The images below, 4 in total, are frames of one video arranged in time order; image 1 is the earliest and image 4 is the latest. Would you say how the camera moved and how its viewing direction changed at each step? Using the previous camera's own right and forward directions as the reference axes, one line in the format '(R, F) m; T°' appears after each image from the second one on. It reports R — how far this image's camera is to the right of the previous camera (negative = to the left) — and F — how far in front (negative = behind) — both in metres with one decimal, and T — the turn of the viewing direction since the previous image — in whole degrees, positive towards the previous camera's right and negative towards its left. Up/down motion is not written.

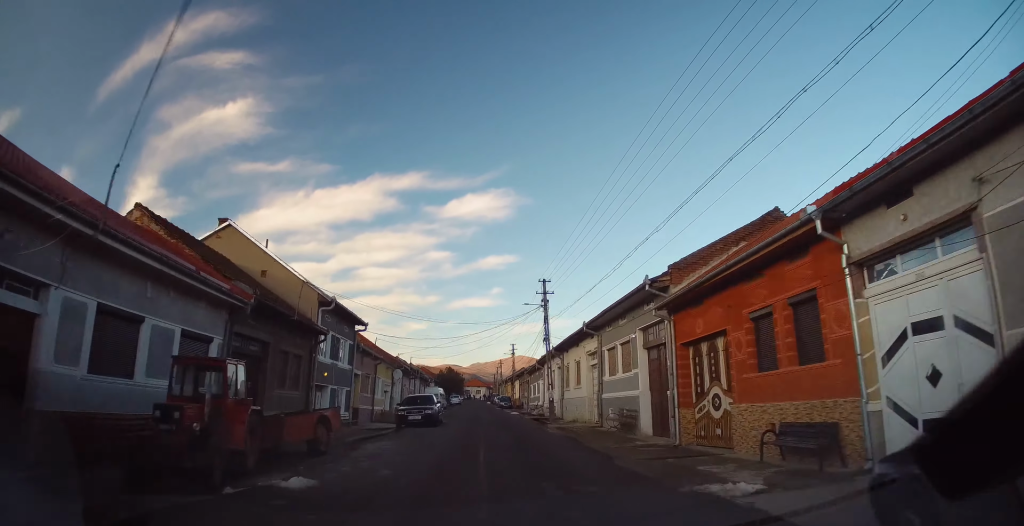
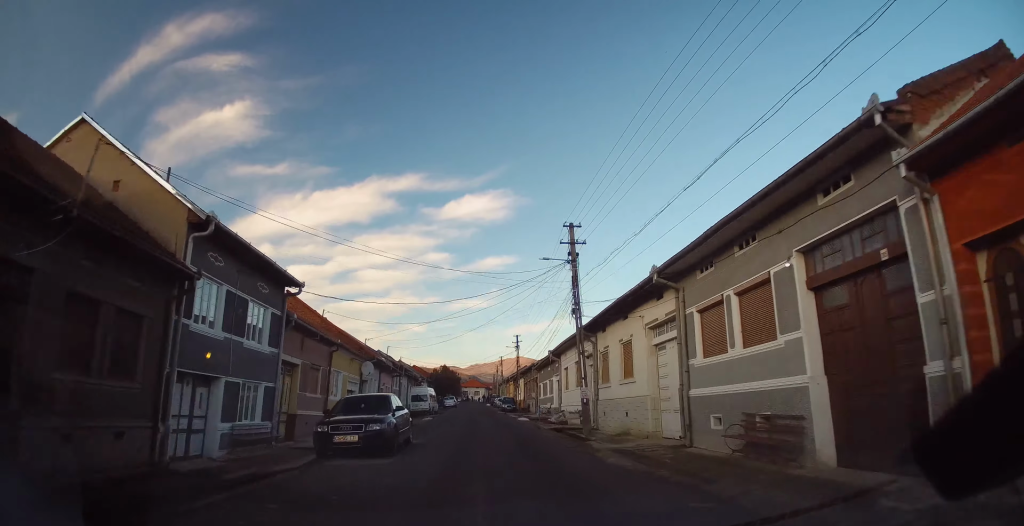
(0.0, +10.9) m; 0°
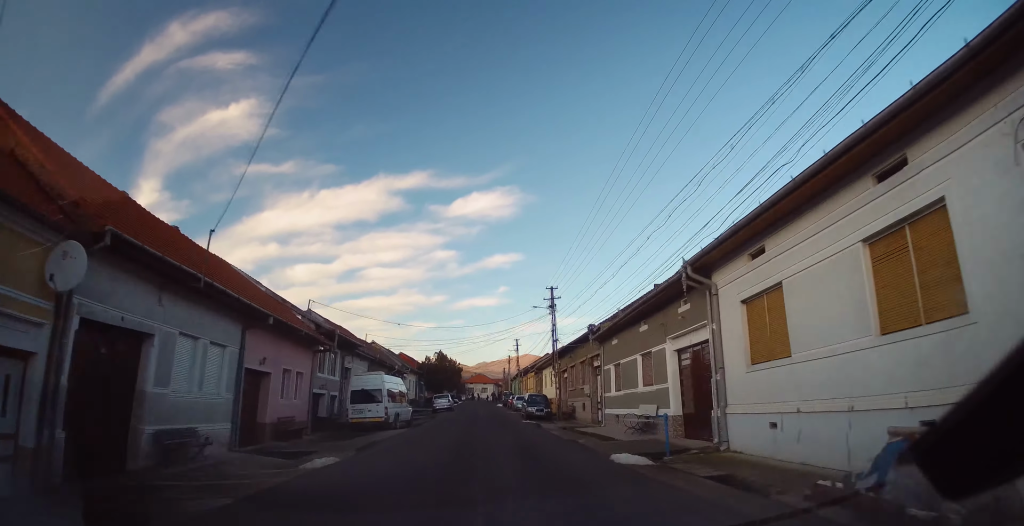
(0.0, +24.1) m; 0°
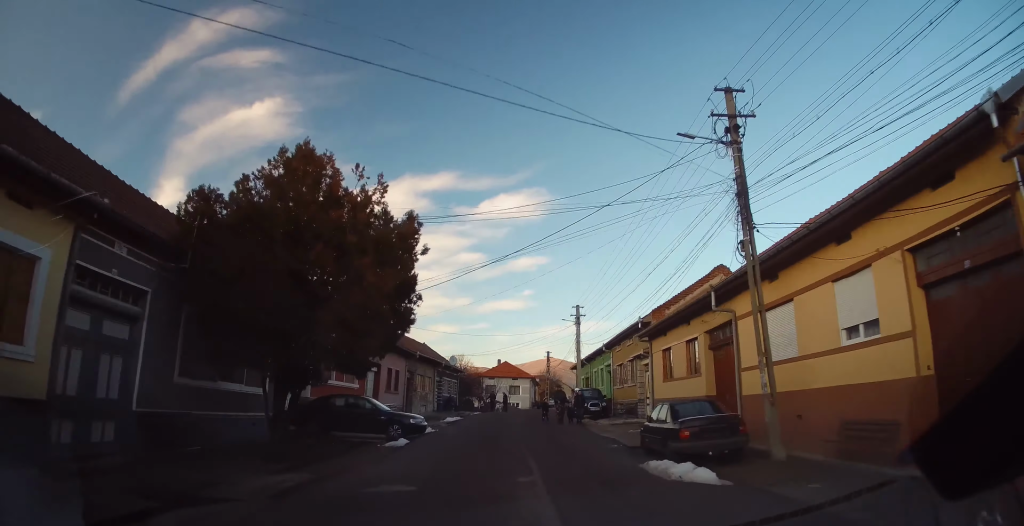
(-0.1, +56.5) m; -1°
